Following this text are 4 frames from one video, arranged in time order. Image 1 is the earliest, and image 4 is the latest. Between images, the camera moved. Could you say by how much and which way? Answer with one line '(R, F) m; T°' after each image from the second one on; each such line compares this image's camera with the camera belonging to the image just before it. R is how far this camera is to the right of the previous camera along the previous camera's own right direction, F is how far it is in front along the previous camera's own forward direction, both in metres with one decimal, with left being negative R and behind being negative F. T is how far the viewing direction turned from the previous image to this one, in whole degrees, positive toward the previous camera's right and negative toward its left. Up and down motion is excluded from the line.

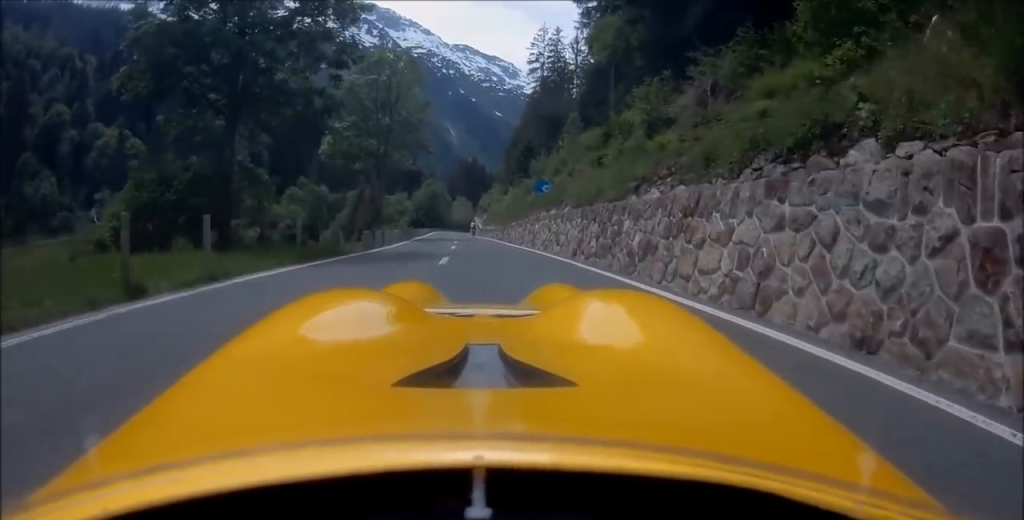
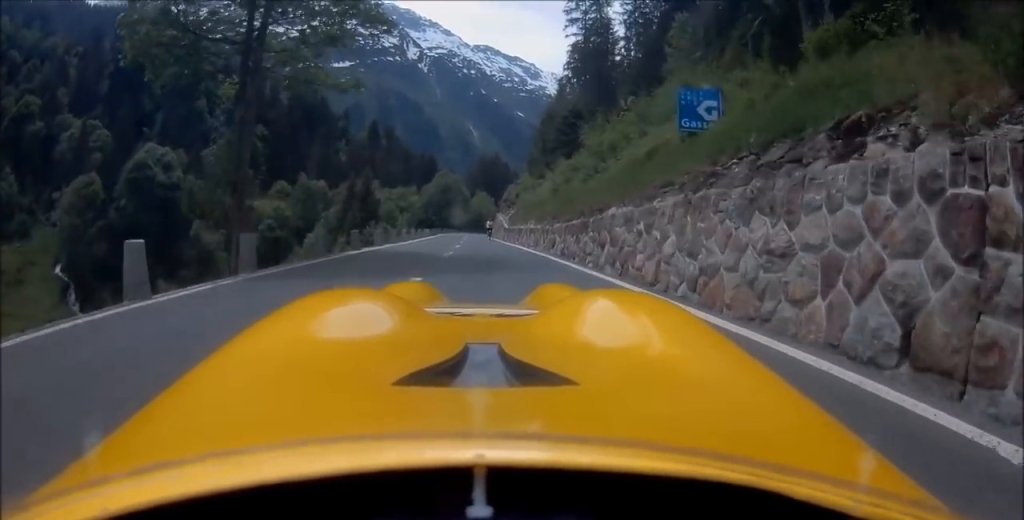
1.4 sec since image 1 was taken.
(+0.2, +26.2) m; -1°
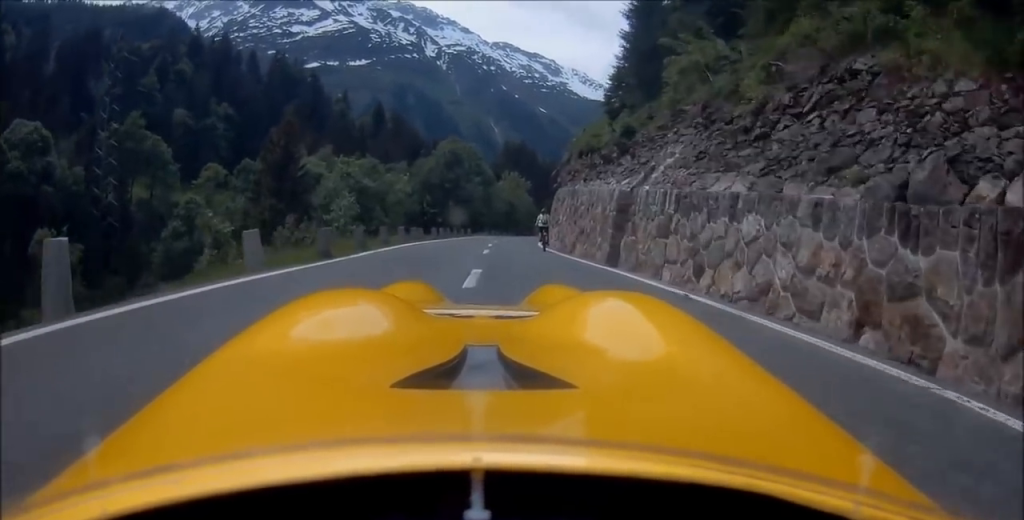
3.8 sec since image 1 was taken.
(-0.4, +46.4) m; +1°
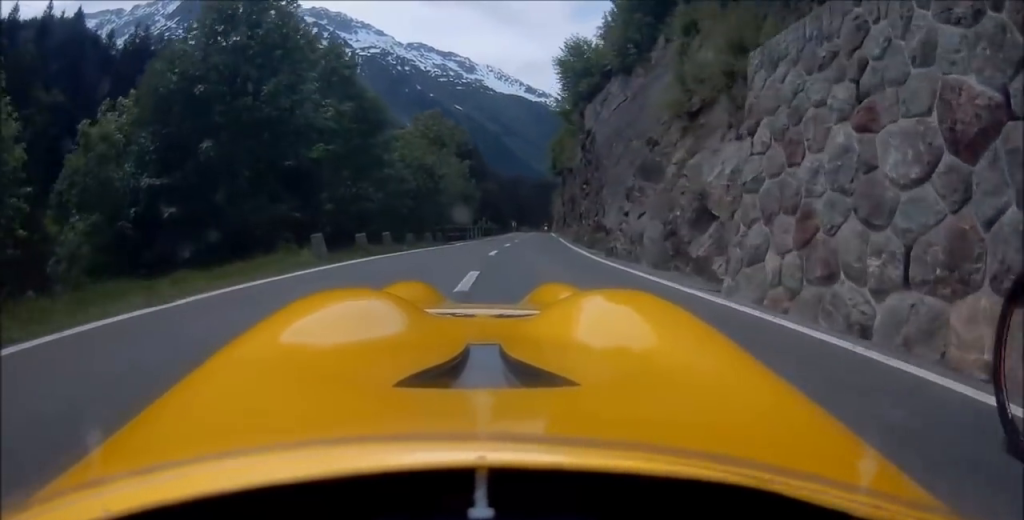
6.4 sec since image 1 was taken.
(+2.4, +47.9) m; +8°
